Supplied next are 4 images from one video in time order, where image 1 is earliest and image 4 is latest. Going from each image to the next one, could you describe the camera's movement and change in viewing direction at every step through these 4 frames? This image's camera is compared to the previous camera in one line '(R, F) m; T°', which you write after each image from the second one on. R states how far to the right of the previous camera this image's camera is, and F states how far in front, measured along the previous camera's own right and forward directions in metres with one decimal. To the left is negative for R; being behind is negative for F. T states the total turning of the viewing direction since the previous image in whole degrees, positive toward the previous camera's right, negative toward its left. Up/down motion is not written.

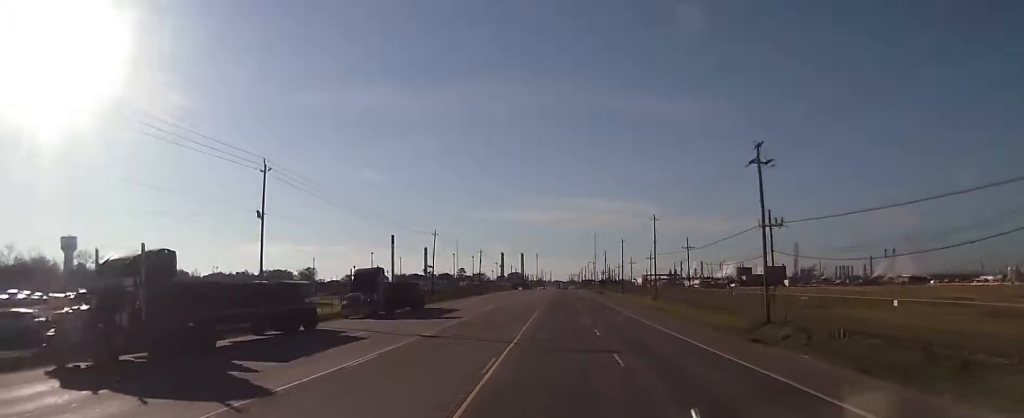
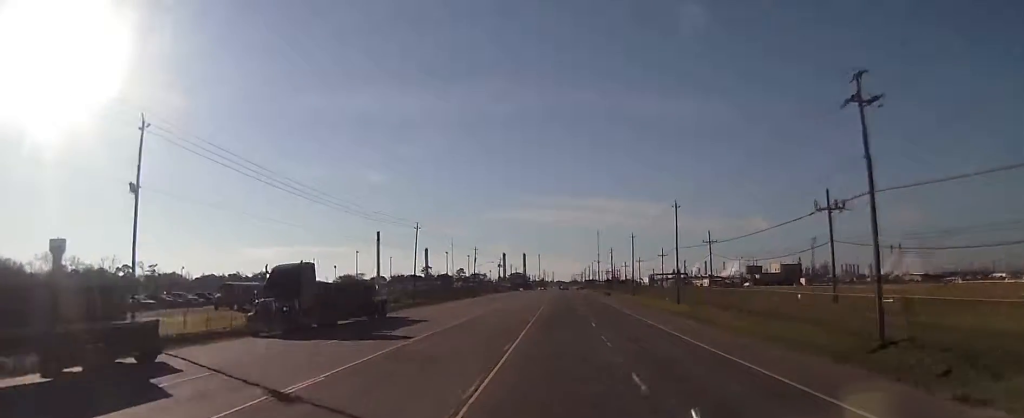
(0.0, +16.8) m; 0°
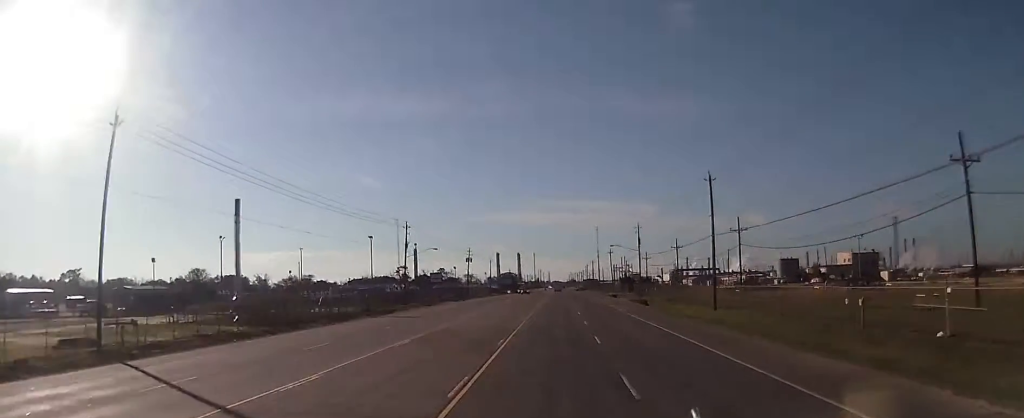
(+0.2, +73.2) m; 0°
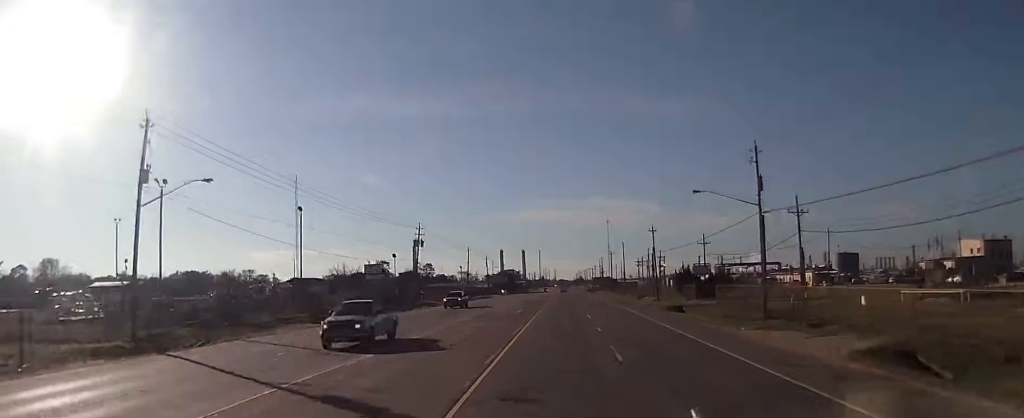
(+0.1, +67.8) m; 0°
